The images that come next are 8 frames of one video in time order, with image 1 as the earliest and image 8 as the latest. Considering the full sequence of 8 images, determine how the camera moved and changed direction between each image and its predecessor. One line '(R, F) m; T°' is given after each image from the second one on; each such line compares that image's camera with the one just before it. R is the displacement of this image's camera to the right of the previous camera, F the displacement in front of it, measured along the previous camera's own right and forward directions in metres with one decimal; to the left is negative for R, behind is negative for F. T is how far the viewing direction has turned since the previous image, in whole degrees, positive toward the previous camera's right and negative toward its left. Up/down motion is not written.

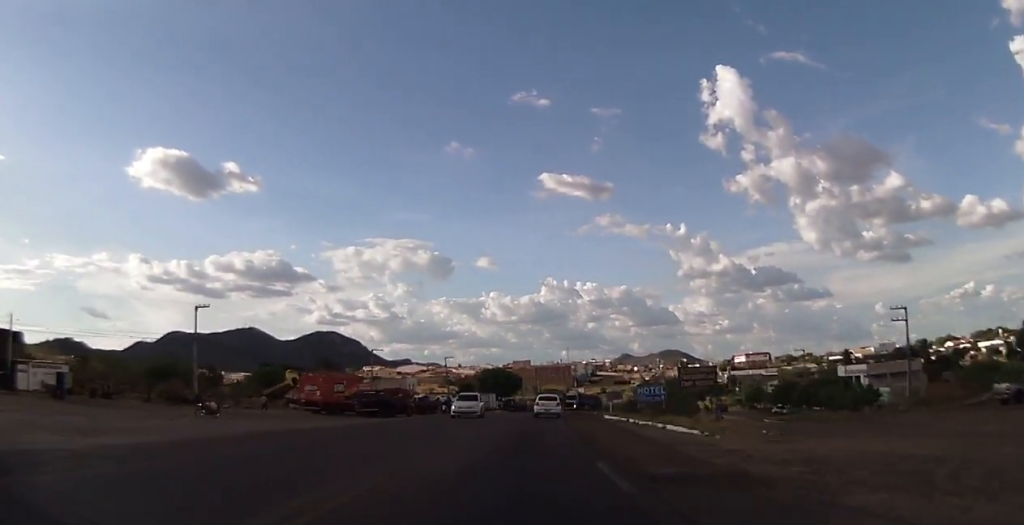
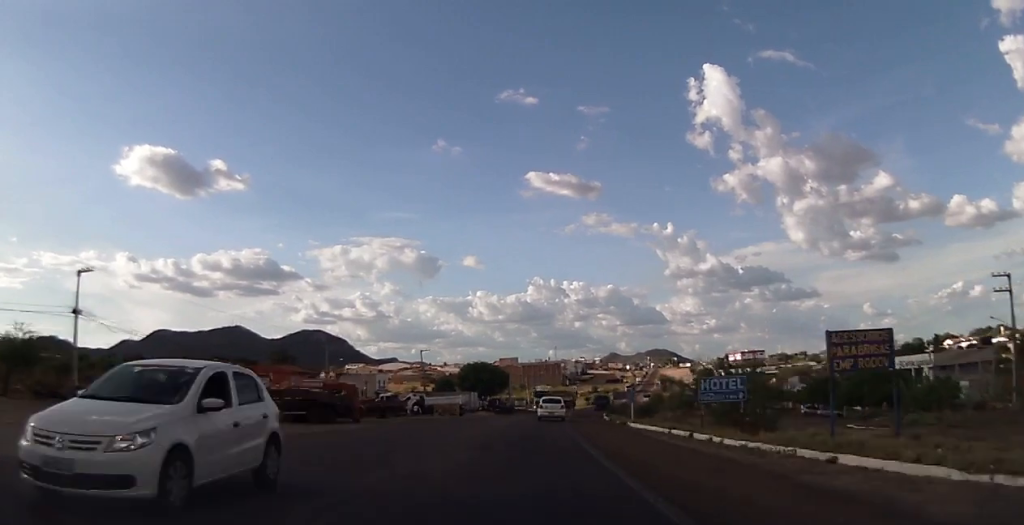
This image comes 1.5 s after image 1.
(+0.2, +18.0) m; 0°
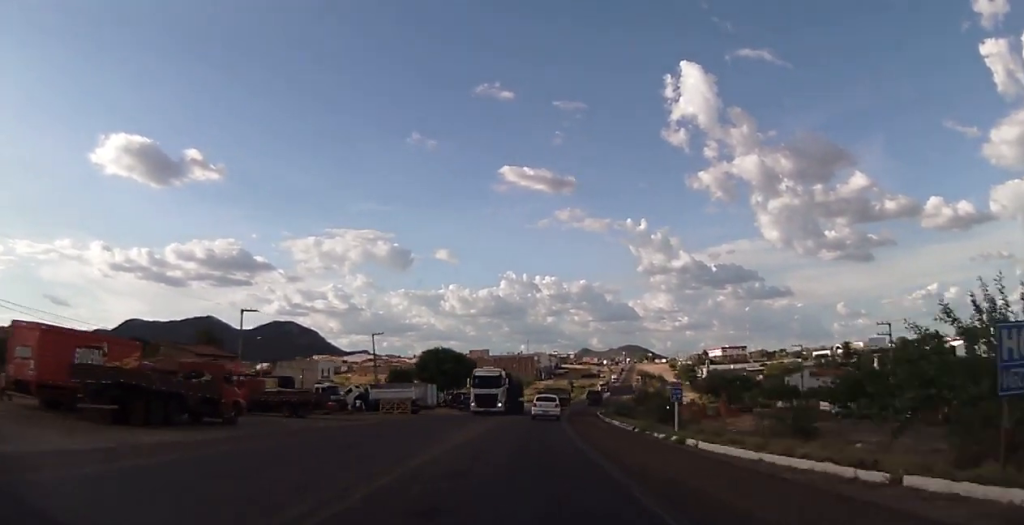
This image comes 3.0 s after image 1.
(-0.2, +19.0) m; +1°
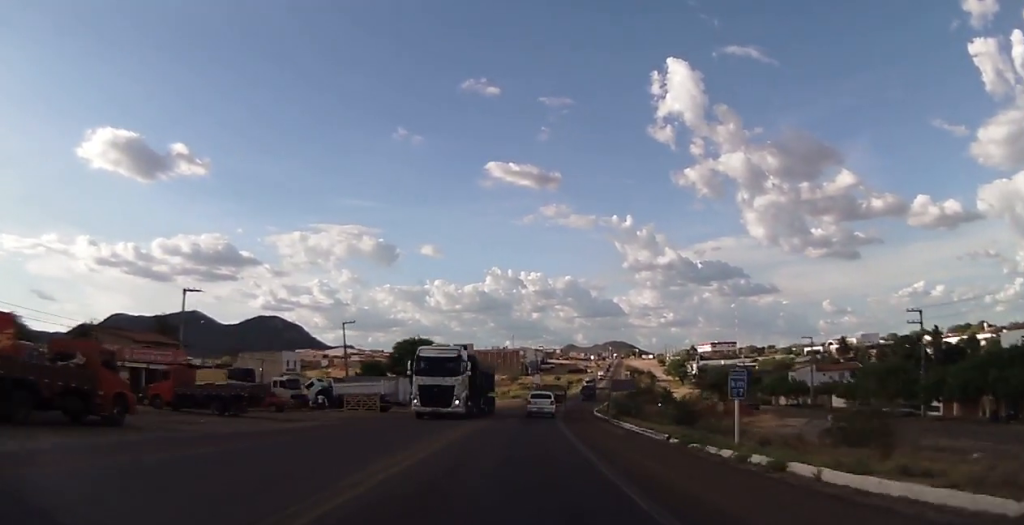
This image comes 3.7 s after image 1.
(+0.2, +9.1) m; +1°
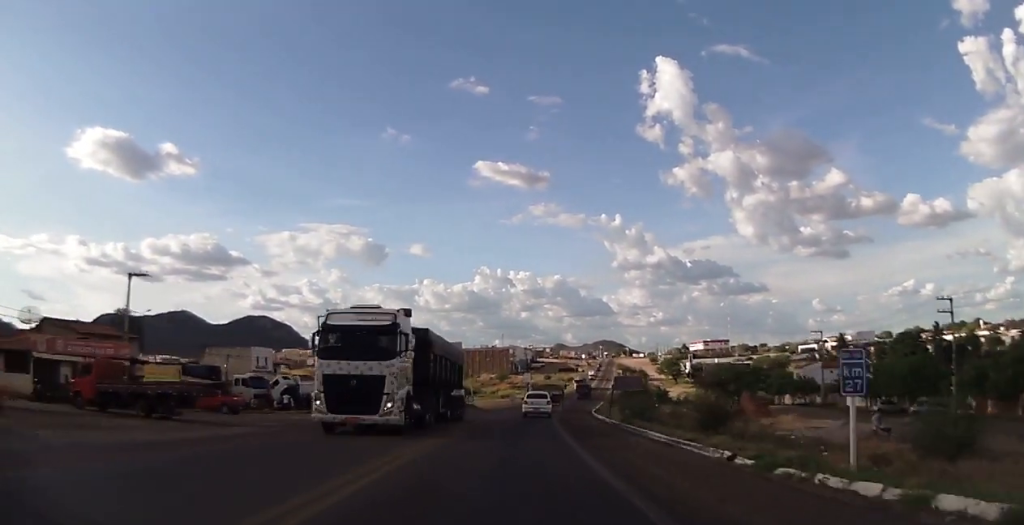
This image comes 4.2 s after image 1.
(+0.2, +7.0) m; +1°
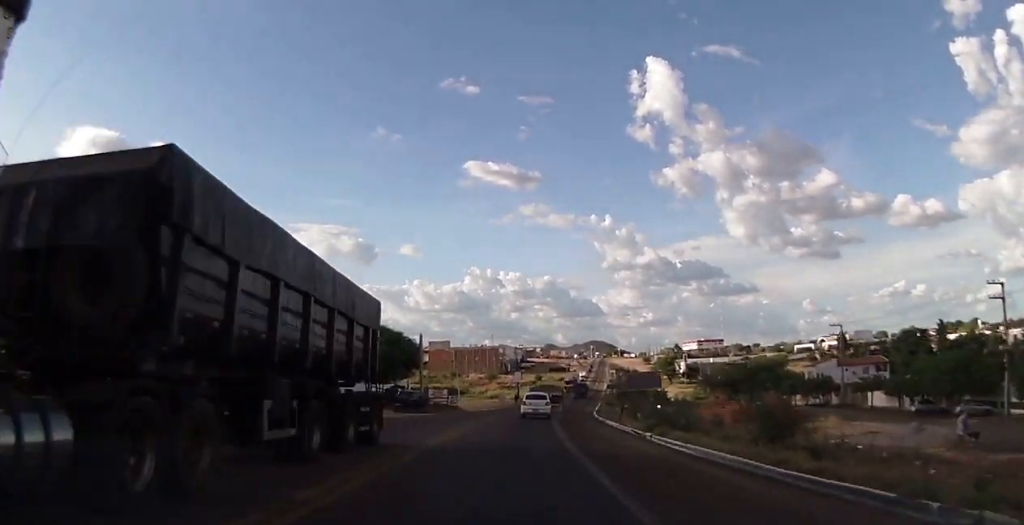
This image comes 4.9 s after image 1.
(-0.2, +9.1) m; +1°
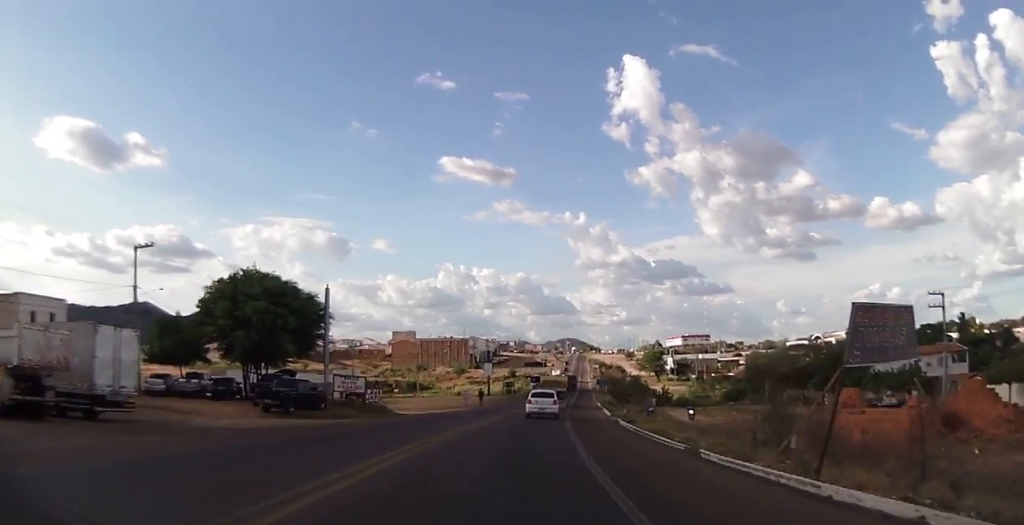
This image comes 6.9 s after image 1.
(+1.3, +27.9) m; +4°
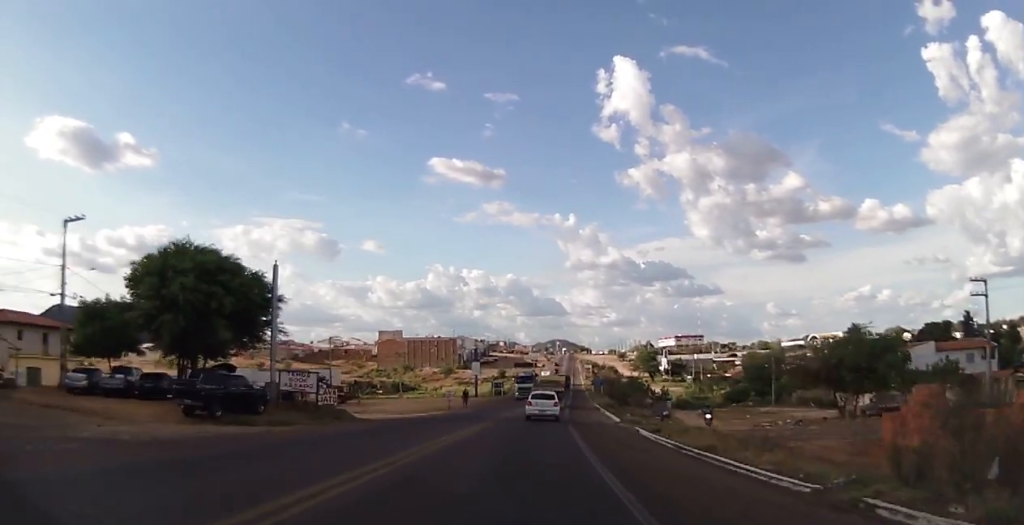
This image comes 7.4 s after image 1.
(+0.1, +8.1) m; +1°
